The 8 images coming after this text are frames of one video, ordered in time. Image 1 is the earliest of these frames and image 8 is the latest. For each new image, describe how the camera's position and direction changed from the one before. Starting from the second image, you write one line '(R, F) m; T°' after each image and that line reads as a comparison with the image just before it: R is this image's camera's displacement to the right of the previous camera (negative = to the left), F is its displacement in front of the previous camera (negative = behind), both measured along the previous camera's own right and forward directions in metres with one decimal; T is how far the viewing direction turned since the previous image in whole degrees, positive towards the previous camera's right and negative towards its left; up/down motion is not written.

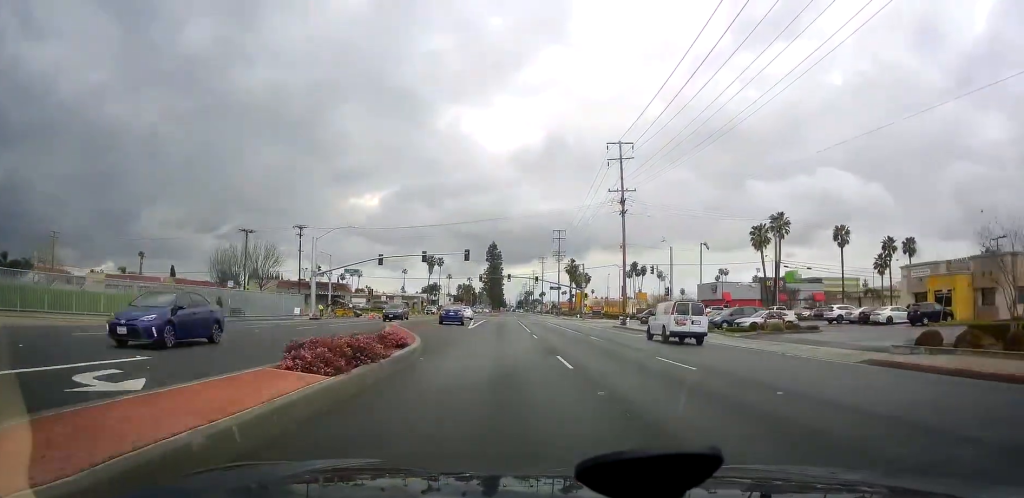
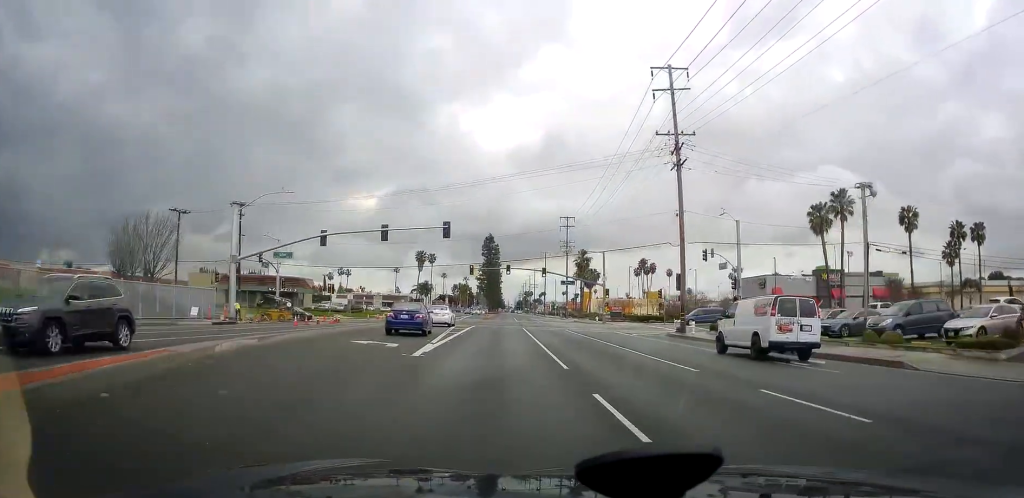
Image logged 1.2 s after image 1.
(0.0, +22.0) m; 0°
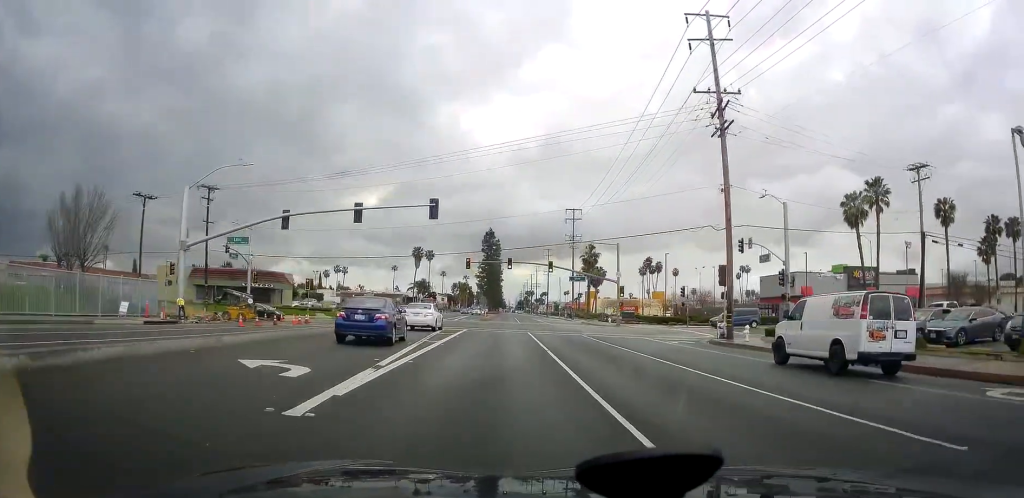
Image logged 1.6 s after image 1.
(0.0, +9.1) m; -1°
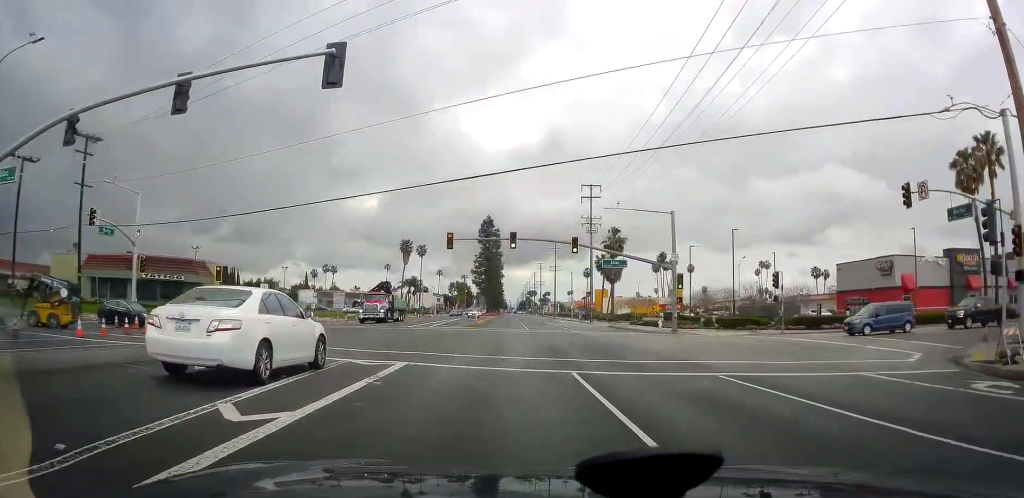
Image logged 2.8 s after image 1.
(-0.6, +22.4) m; -1°
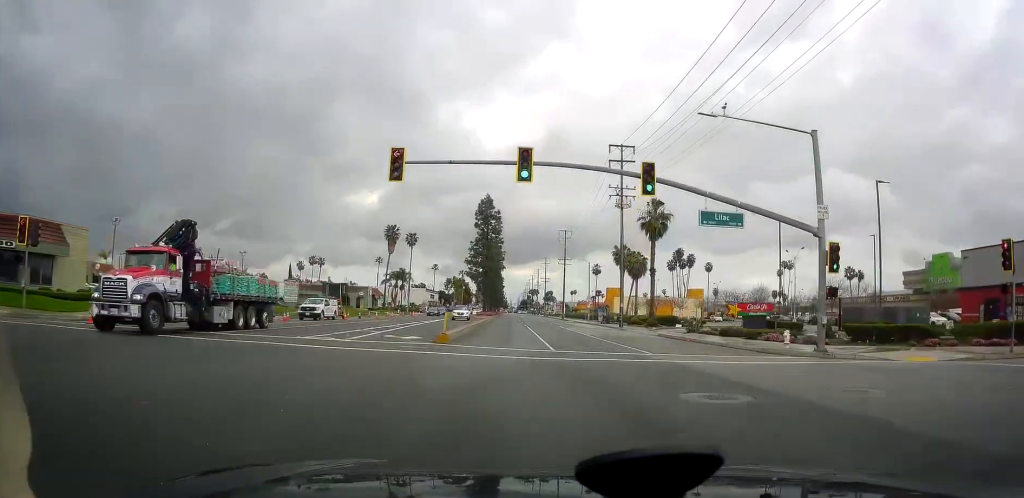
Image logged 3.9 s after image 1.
(+0.2, +22.1) m; +2°
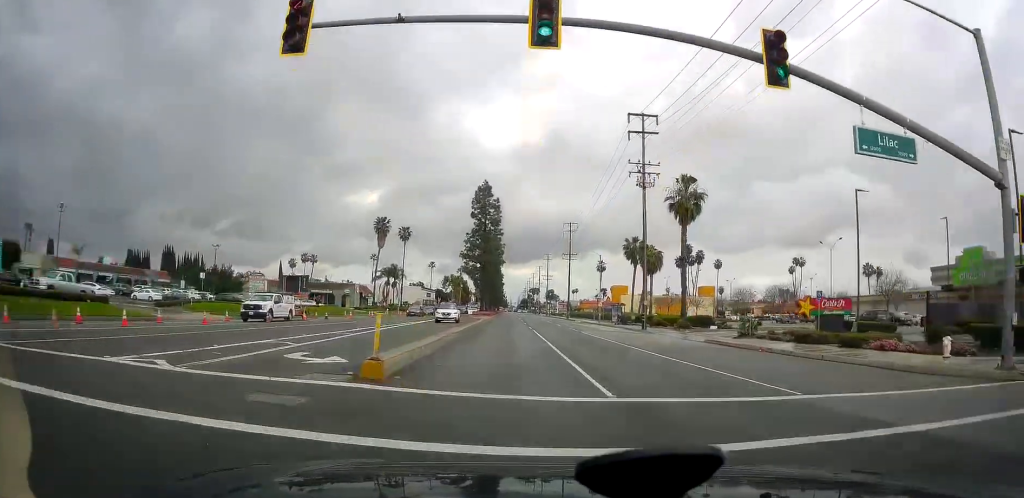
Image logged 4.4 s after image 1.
(+0.1, +10.7) m; +1°
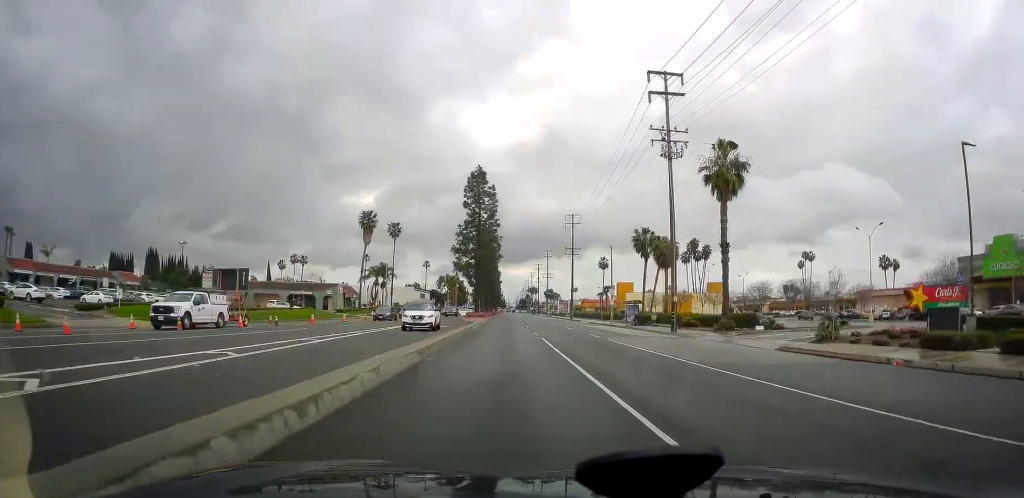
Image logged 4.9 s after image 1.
(0.0, +9.9) m; 0°
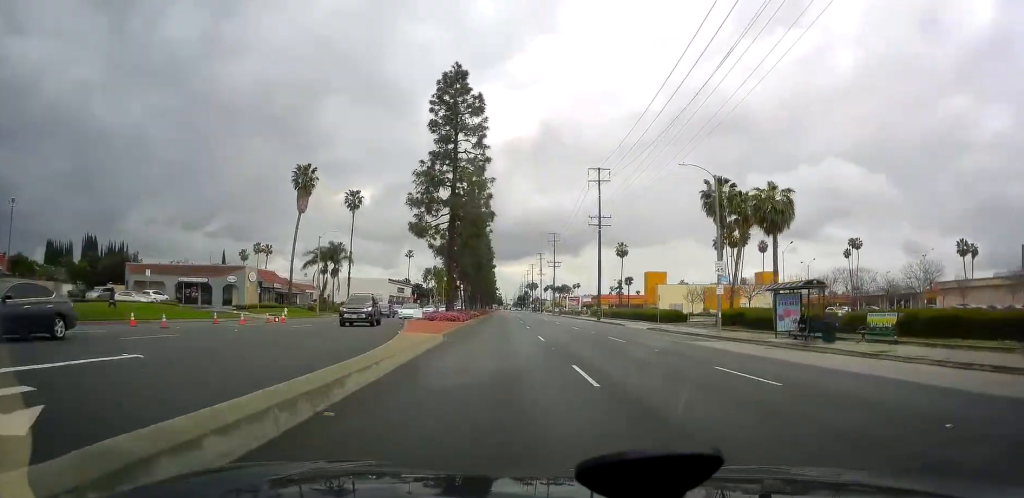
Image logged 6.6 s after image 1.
(0.0, +33.3) m; -1°
